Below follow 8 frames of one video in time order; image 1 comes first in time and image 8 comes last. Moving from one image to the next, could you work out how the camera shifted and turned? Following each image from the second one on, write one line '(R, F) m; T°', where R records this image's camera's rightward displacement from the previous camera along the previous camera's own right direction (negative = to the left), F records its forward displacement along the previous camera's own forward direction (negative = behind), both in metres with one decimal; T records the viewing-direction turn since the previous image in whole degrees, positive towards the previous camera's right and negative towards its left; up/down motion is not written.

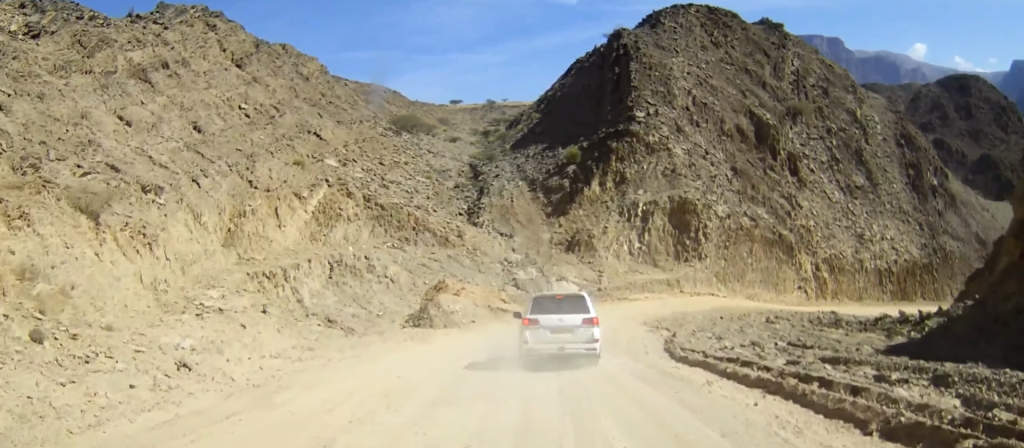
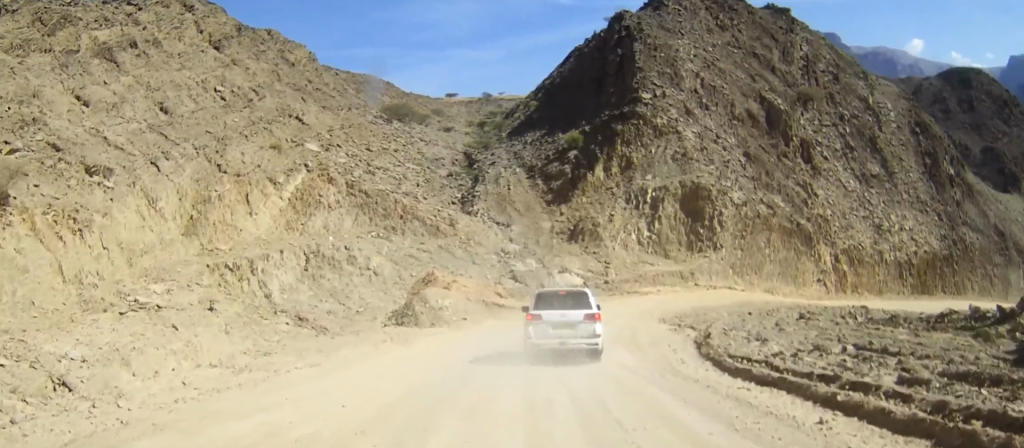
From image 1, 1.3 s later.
(0.0, +5.6) m; 0°
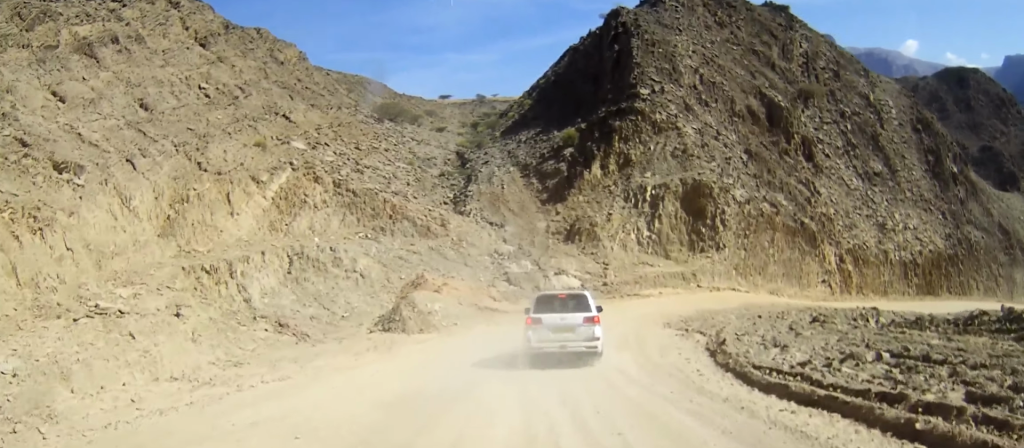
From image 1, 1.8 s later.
(0.0, +2.3) m; 0°
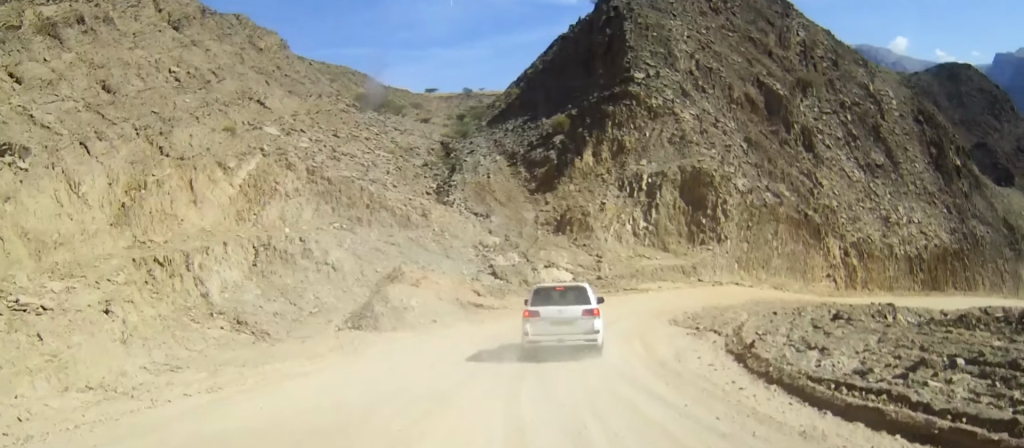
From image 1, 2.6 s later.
(0.0, +2.9) m; +1°
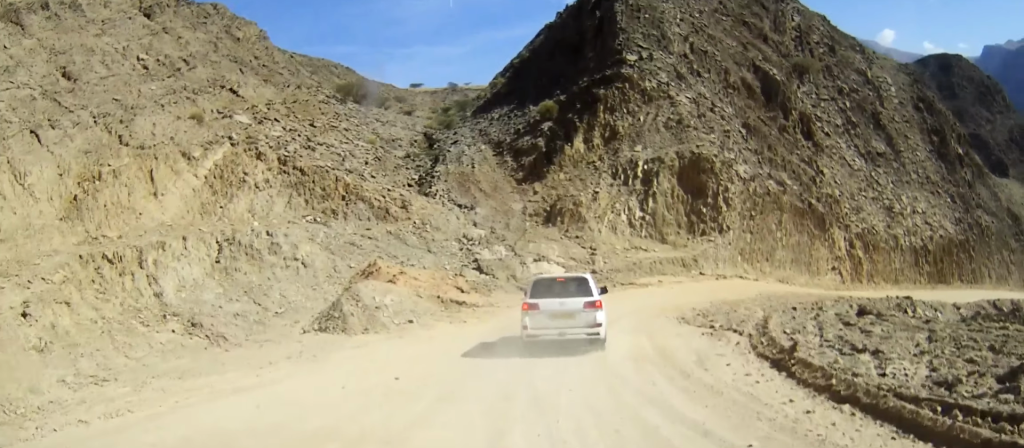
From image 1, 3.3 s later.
(0.0, +2.8) m; +1°
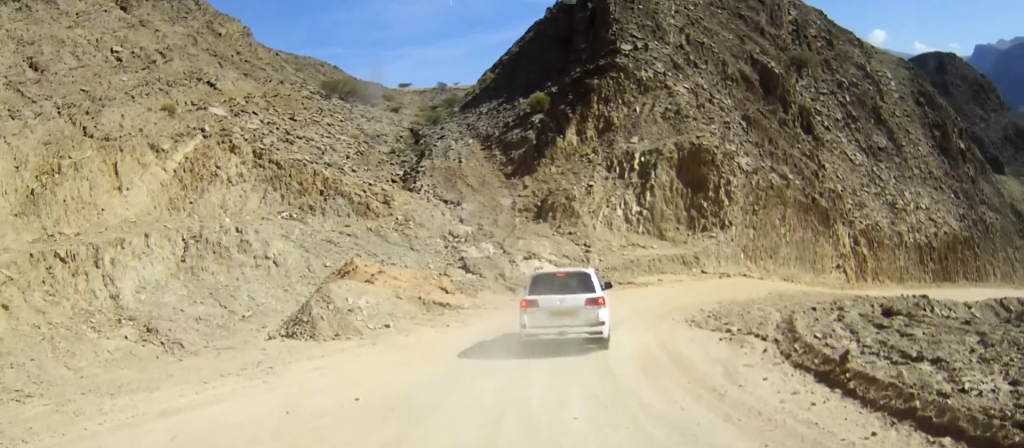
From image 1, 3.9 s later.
(0.0, +2.2) m; +1°
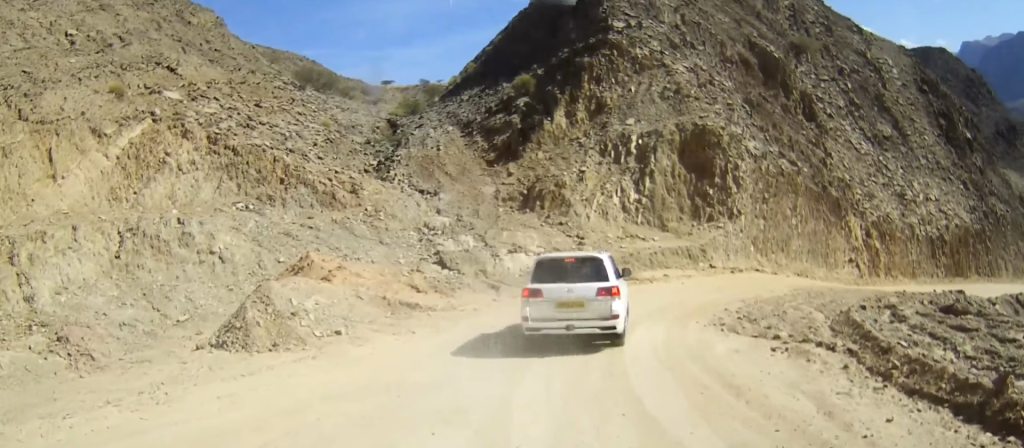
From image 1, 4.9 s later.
(+0.1, +4.2) m; +2°
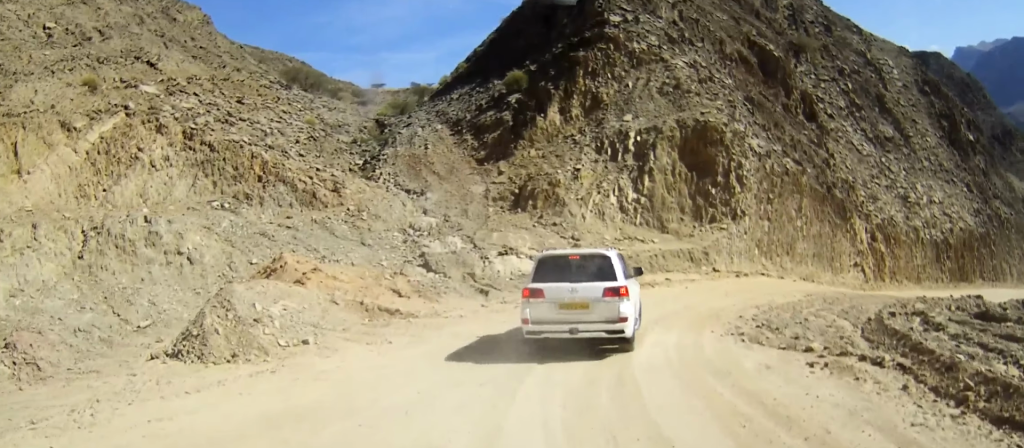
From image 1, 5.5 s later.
(0.0, +2.3) m; 0°
